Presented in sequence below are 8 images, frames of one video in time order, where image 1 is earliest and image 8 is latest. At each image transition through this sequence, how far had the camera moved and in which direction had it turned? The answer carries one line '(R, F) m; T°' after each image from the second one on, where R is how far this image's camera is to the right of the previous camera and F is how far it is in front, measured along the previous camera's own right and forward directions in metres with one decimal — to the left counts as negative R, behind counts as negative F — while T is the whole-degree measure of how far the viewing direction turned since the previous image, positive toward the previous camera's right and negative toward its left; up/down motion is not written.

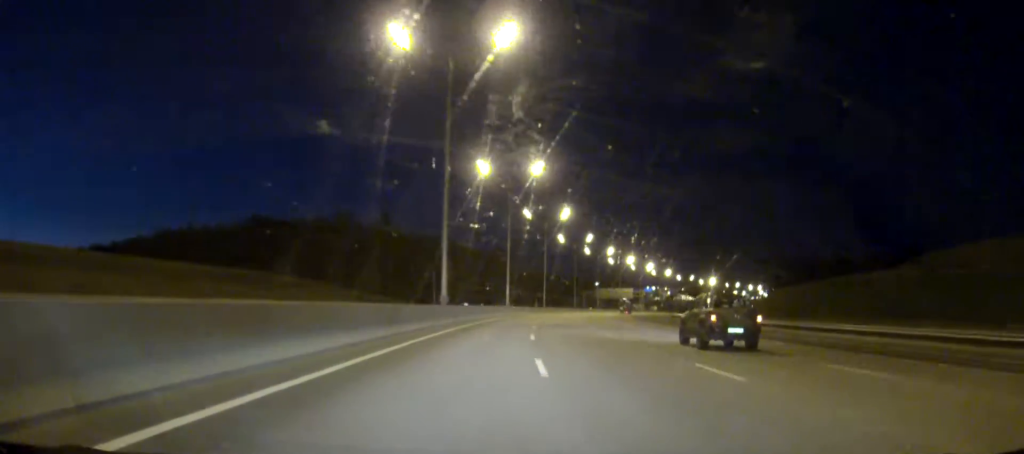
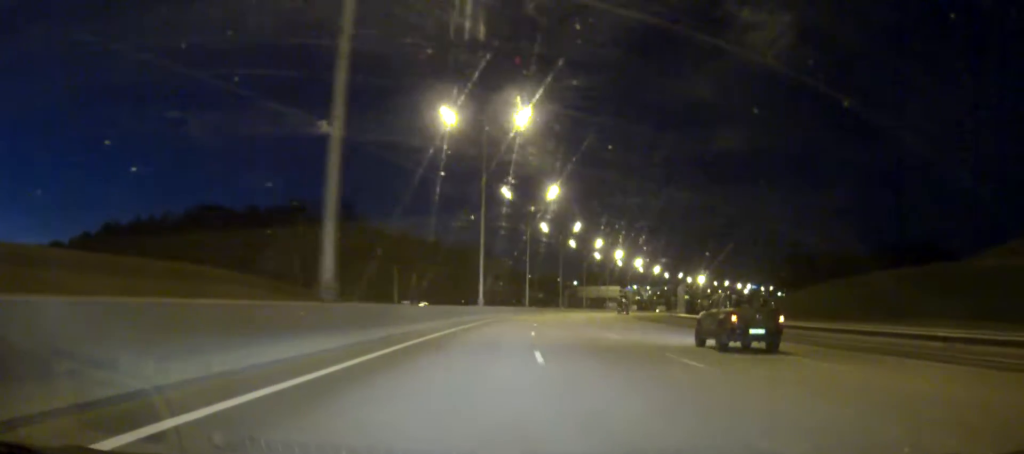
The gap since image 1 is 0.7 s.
(+0.2, +27.0) m; +2°
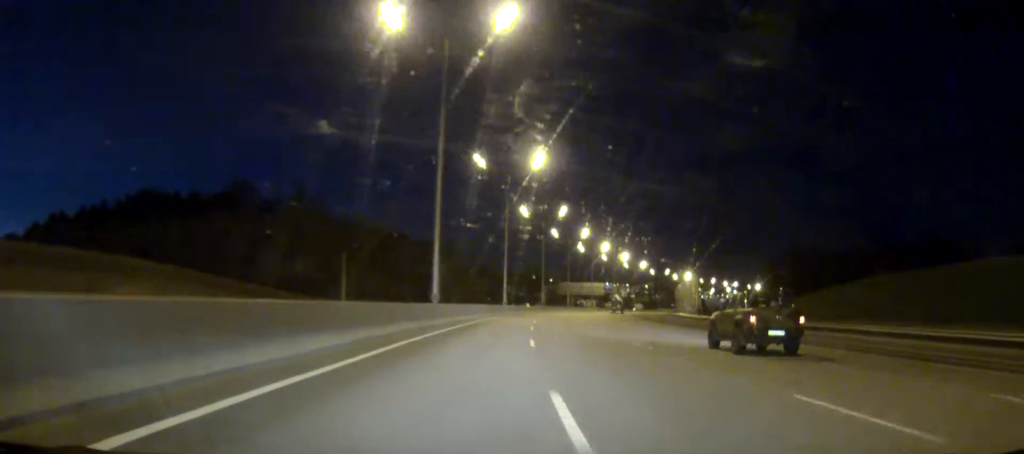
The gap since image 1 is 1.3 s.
(+0.4, +26.0) m; +2°
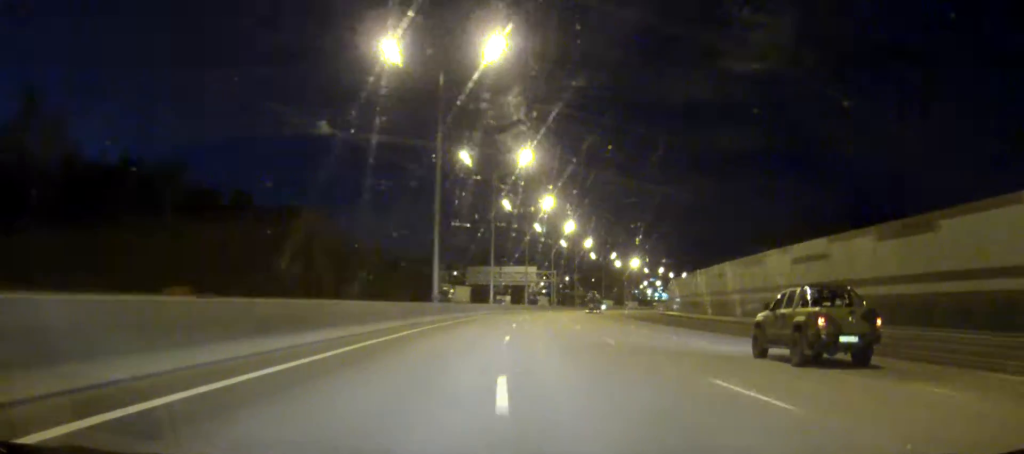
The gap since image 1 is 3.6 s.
(+5.6, +93.4) m; +7°
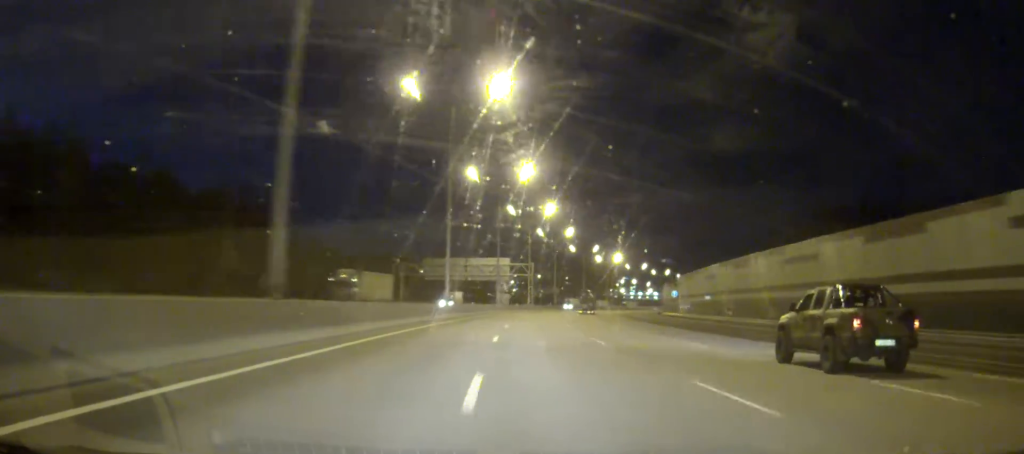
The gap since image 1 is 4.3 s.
(+0.9, +31.8) m; +2°
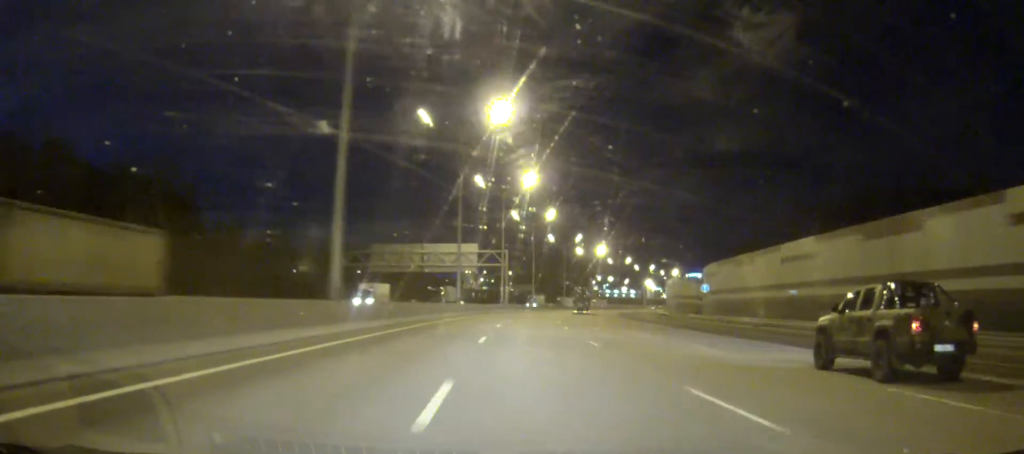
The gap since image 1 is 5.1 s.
(+0.8, +33.1) m; +2°
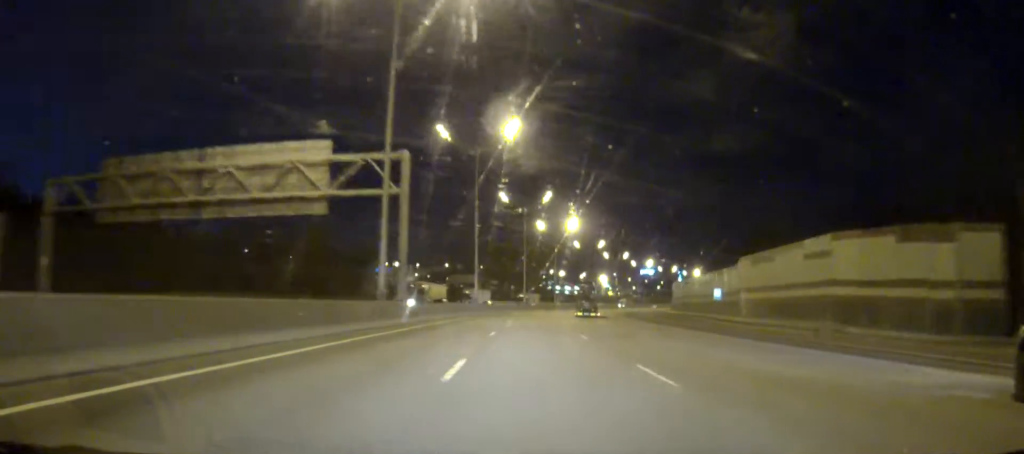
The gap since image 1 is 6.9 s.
(+3.1, +74.9) m; +5°
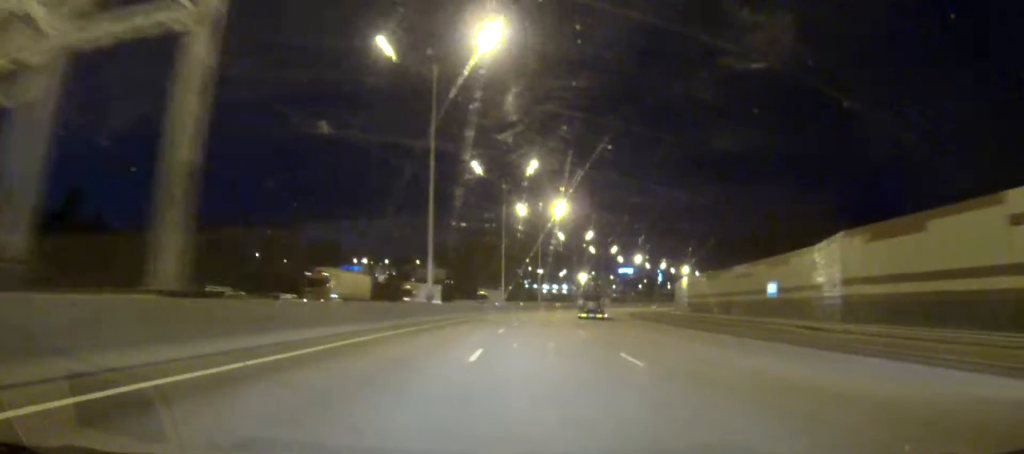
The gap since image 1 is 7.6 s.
(+0.3, +27.9) m; +2°
